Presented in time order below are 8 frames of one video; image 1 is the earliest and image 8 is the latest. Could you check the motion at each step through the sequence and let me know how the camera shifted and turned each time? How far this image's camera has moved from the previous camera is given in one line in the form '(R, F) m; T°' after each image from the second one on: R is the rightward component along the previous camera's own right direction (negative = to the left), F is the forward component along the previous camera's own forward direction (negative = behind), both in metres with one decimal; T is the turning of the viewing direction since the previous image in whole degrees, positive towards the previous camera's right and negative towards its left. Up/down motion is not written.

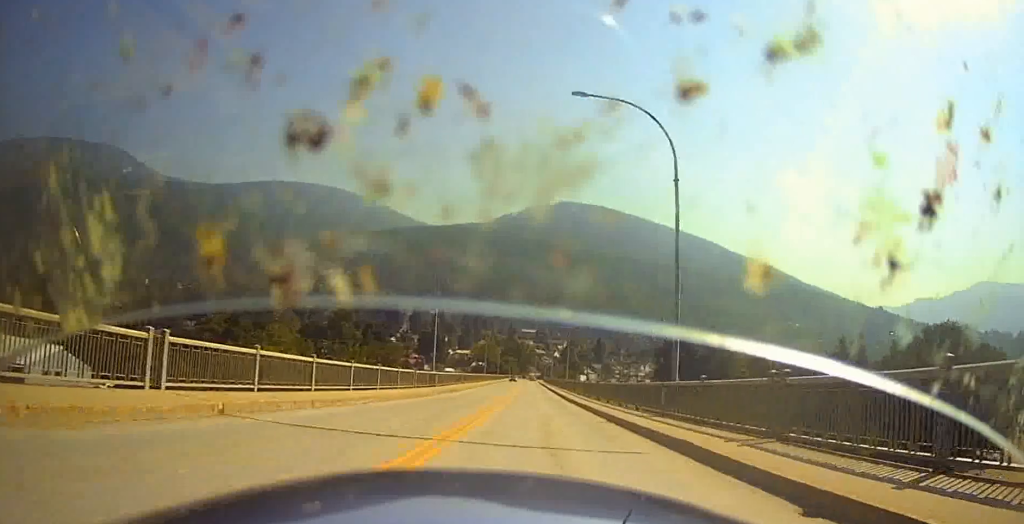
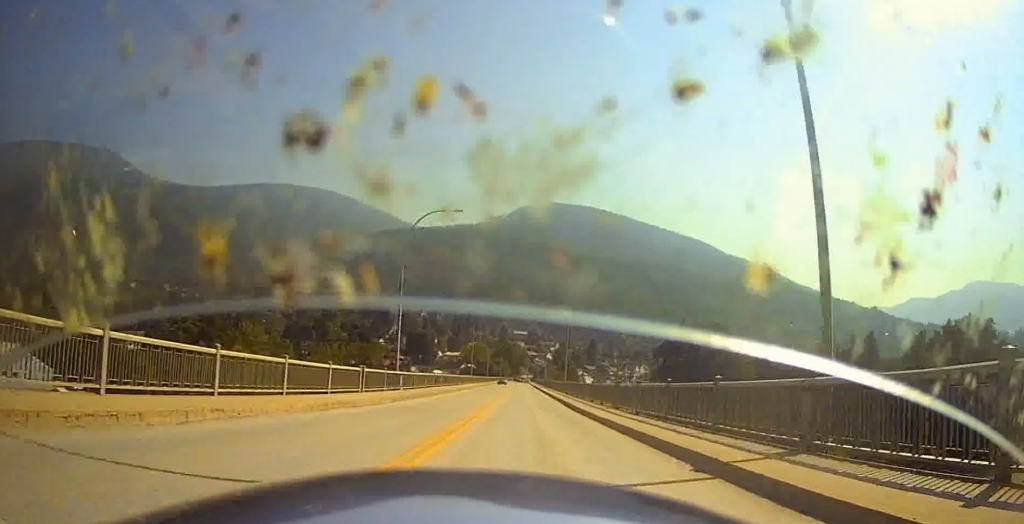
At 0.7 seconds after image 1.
(-0.1, +10.9) m; +1°
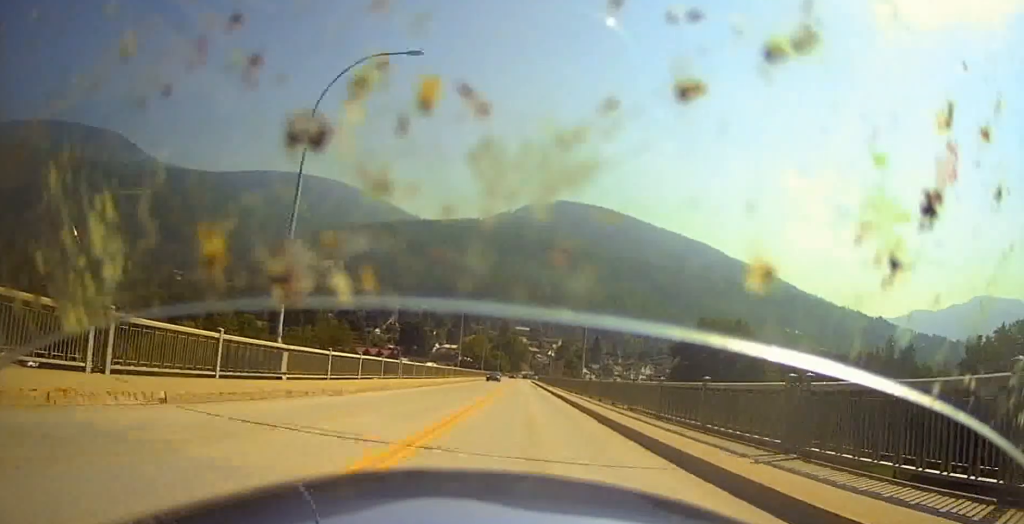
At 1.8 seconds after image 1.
(+0.6, +18.6) m; +1°
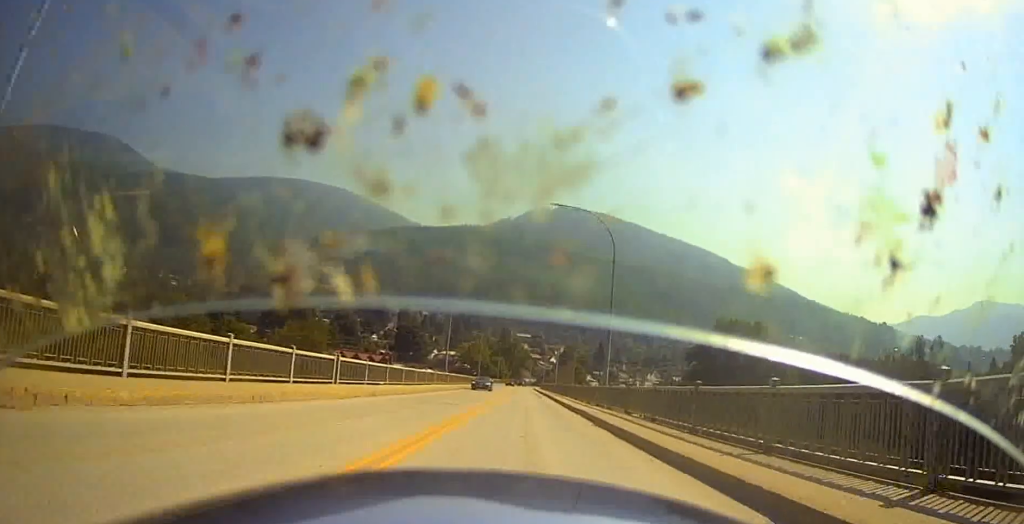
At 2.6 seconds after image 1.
(-0.2, +13.5) m; -1°
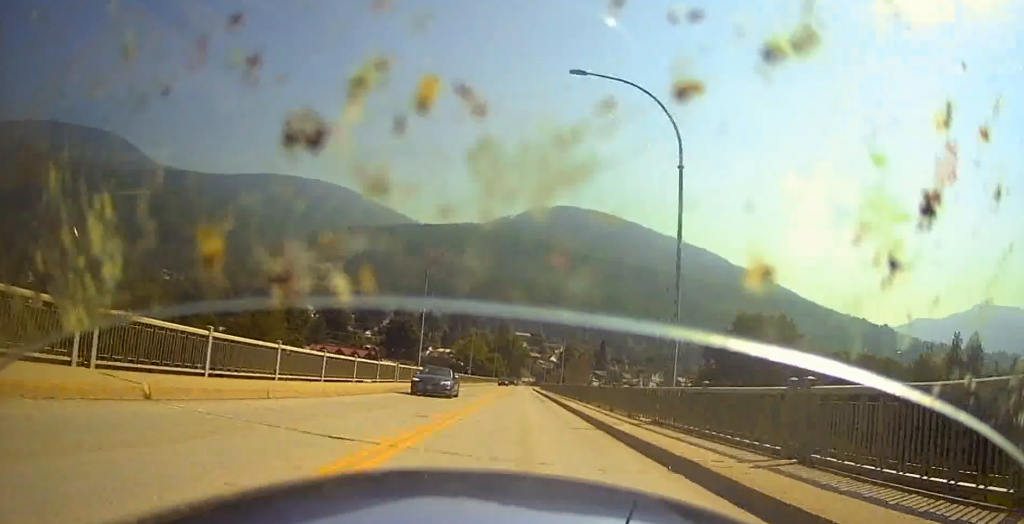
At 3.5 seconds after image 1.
(-0.1, +15.8) m; -1°
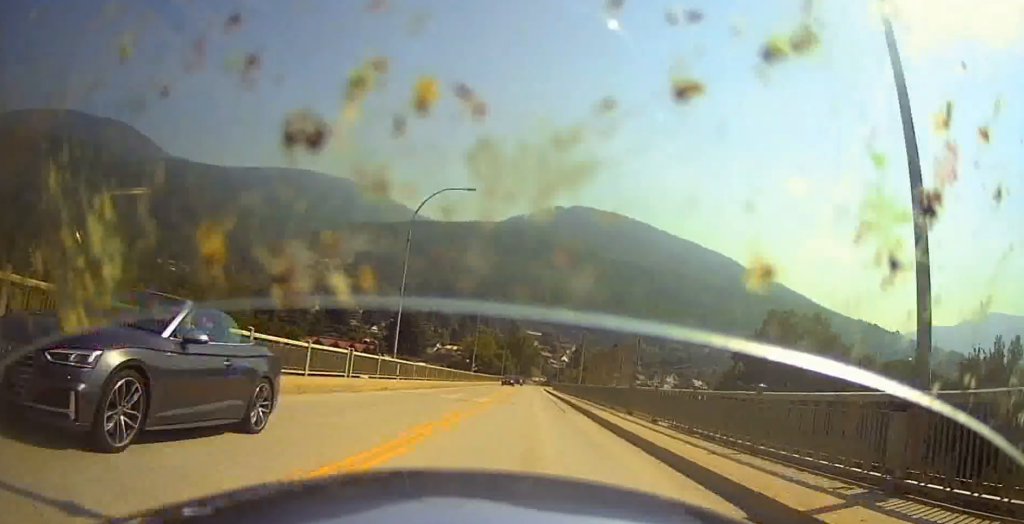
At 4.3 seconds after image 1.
(-0.1, +12.1) m; -1°
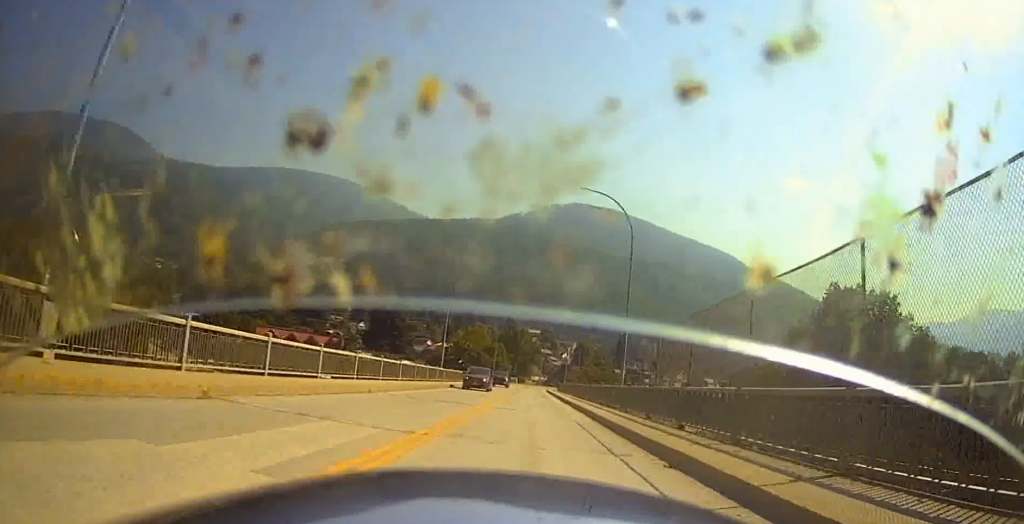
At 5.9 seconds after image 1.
(-0.4, +26.8) m; -2°
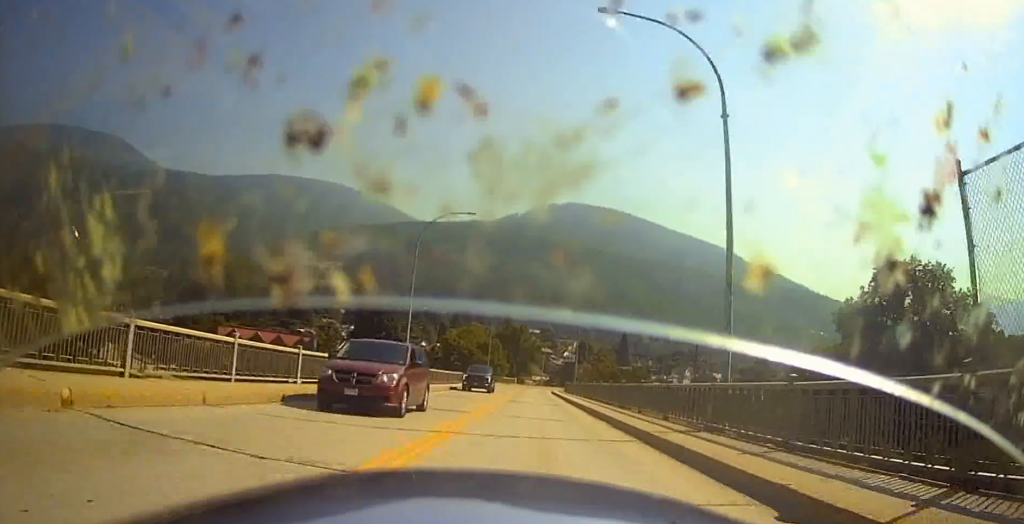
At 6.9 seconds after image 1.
(-0.4, +15.8) m; -2°
